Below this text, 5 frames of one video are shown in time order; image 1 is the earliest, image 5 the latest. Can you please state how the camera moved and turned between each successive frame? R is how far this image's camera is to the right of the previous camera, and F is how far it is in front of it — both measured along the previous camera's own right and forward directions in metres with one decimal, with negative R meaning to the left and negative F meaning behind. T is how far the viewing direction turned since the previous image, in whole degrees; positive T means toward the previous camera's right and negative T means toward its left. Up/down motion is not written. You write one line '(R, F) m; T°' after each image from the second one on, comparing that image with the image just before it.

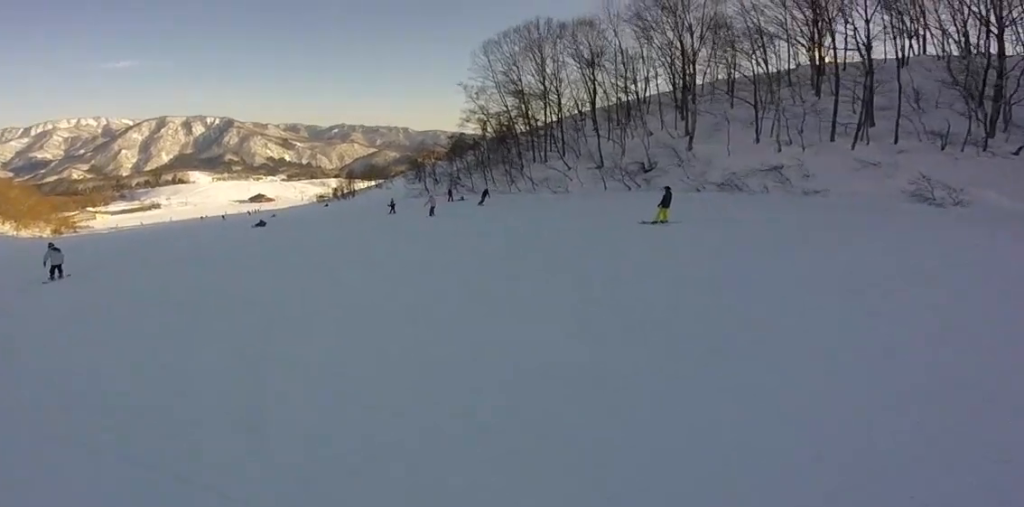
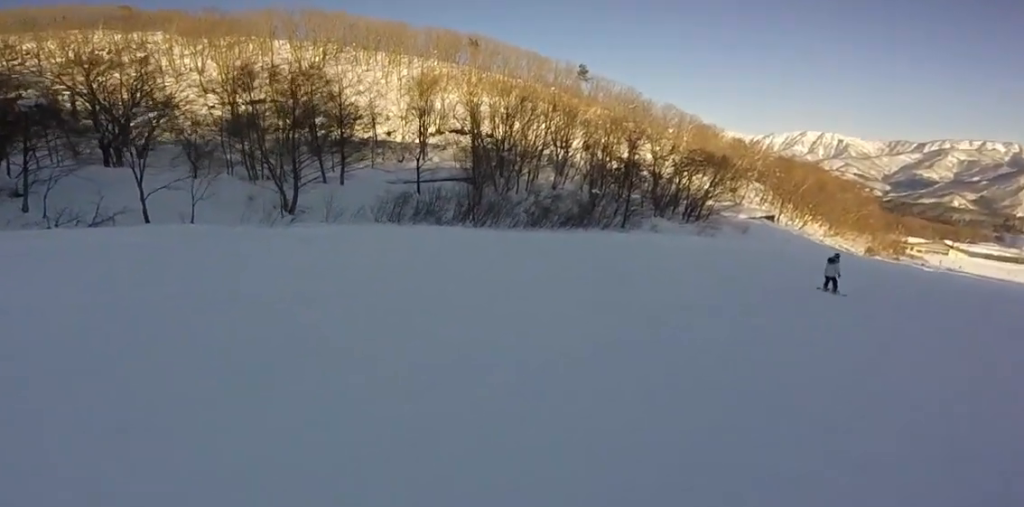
(-2.7, +22.9) m; -14°
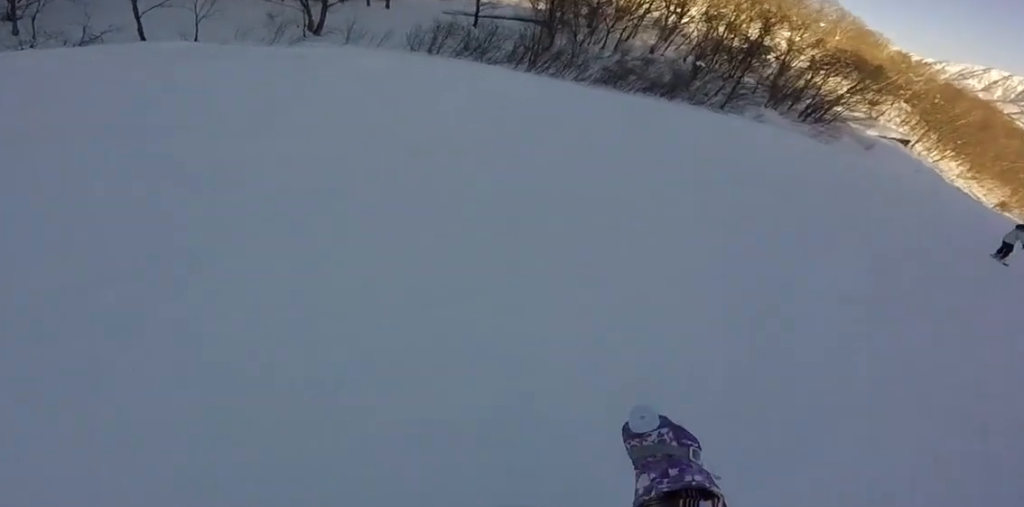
(0.0, +2.7) m; +6°
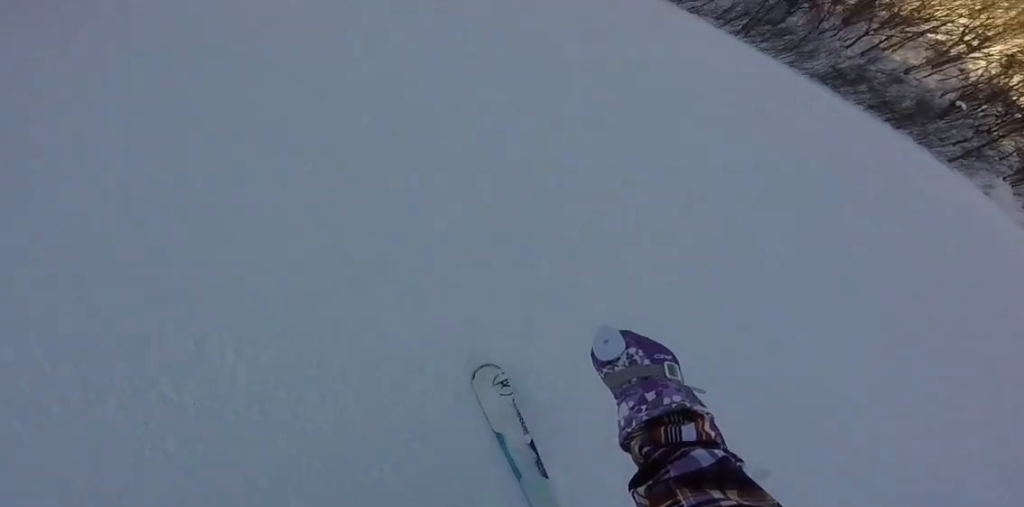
(-0.5, +1.6) m; +10°
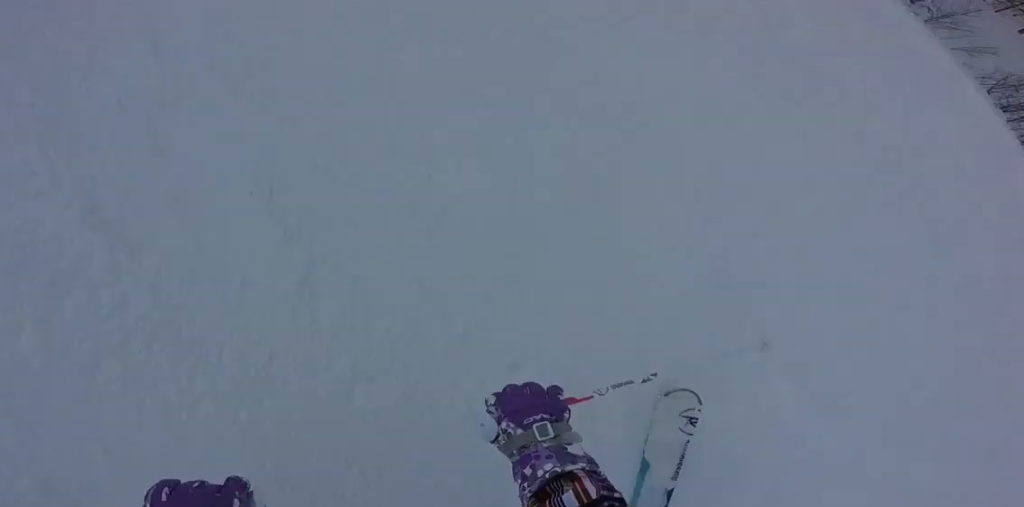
(-0.2, +1.3) m; +21°
